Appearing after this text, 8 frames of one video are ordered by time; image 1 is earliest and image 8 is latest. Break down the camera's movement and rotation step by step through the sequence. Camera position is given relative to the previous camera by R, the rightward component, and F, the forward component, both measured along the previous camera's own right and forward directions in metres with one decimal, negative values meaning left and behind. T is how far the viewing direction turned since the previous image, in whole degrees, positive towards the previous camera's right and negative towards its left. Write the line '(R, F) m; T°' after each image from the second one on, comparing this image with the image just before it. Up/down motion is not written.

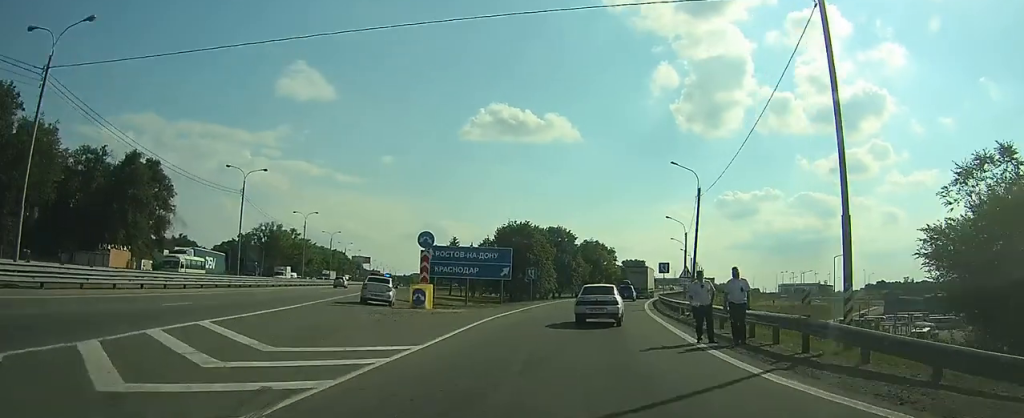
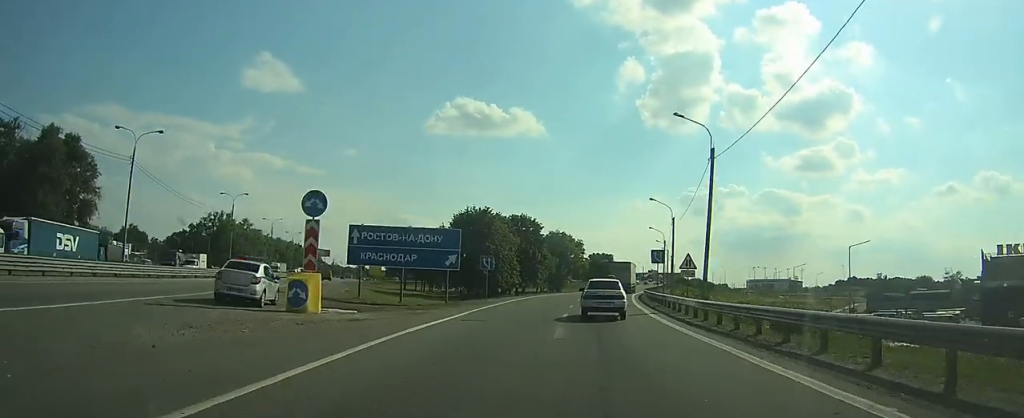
(0.0, +11.1) m; 0°
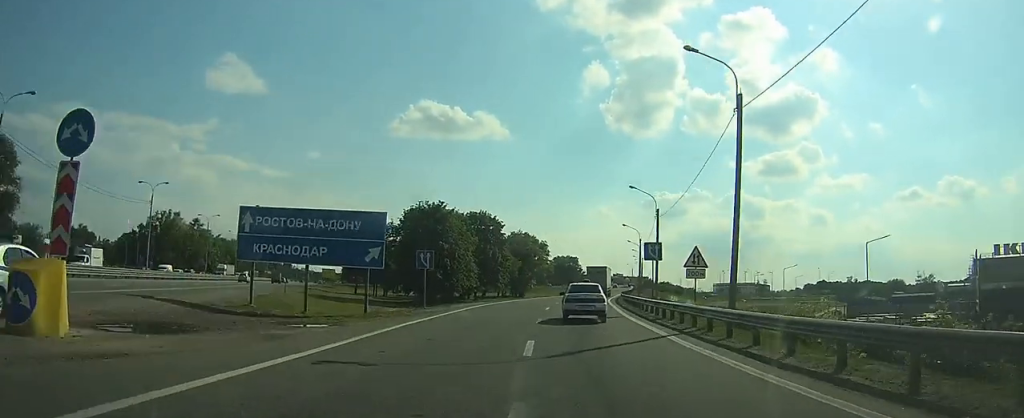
(0.0, +9.7) m; +3°
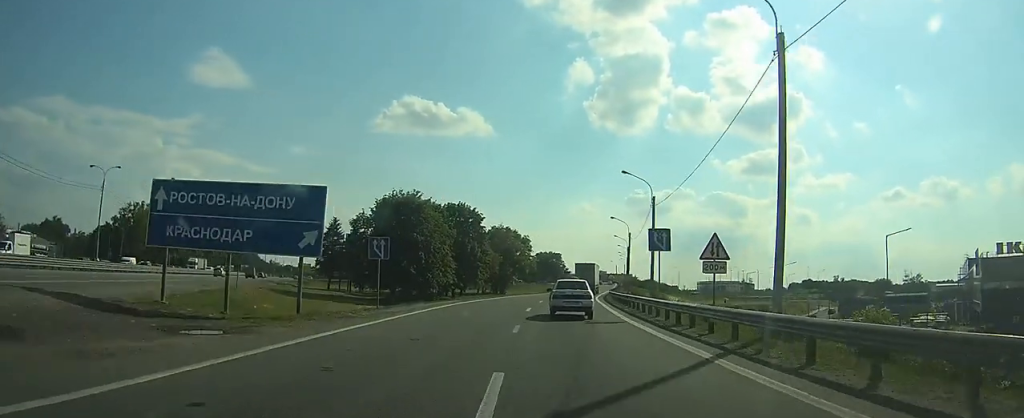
(0.0, +5.6) m; +2°
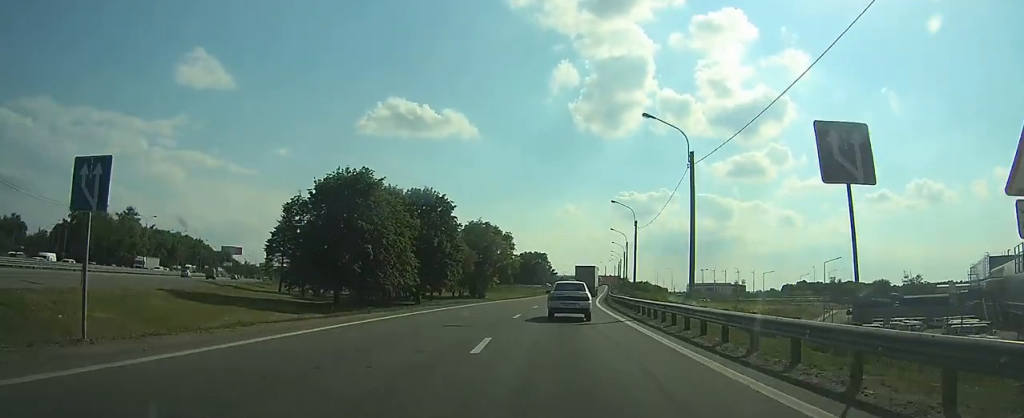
(+0.8, +15.9) m; +3°
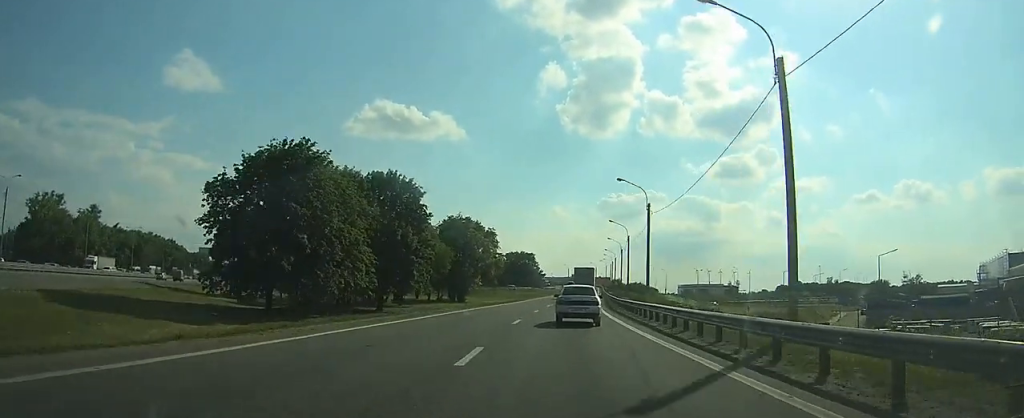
(0.0, +12.7) m; 0°
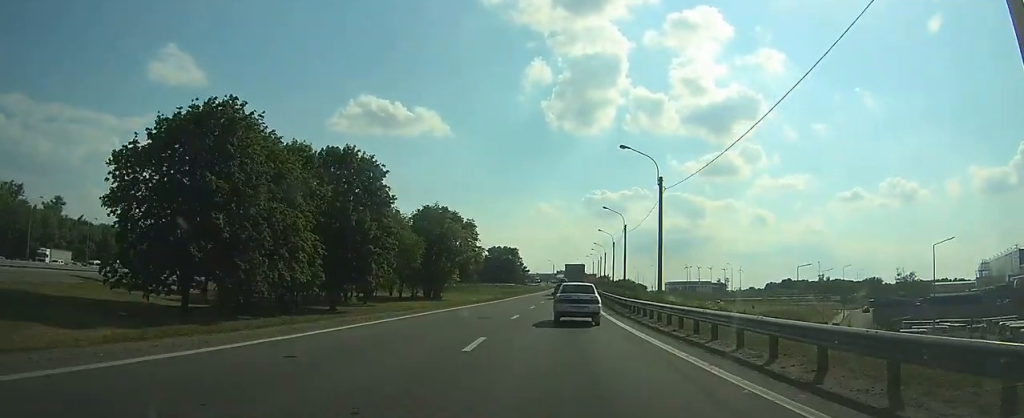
(0.0, +9.6) m; 0°
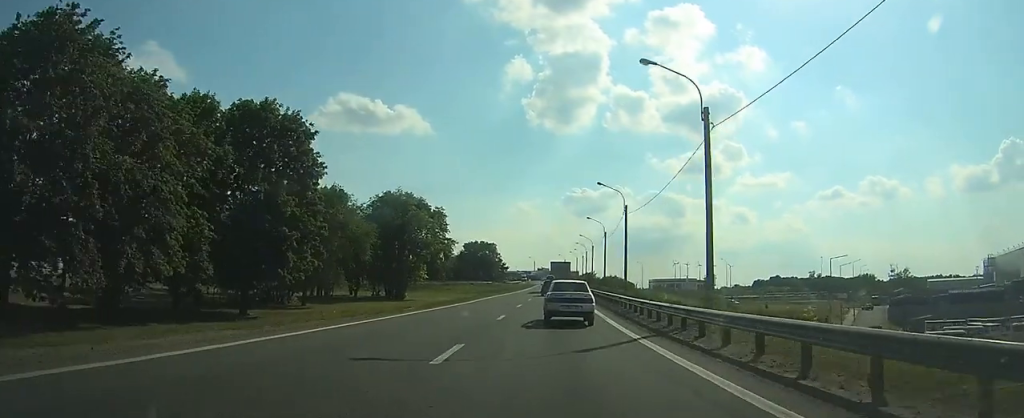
(0.0, +13.4) m; 0°
